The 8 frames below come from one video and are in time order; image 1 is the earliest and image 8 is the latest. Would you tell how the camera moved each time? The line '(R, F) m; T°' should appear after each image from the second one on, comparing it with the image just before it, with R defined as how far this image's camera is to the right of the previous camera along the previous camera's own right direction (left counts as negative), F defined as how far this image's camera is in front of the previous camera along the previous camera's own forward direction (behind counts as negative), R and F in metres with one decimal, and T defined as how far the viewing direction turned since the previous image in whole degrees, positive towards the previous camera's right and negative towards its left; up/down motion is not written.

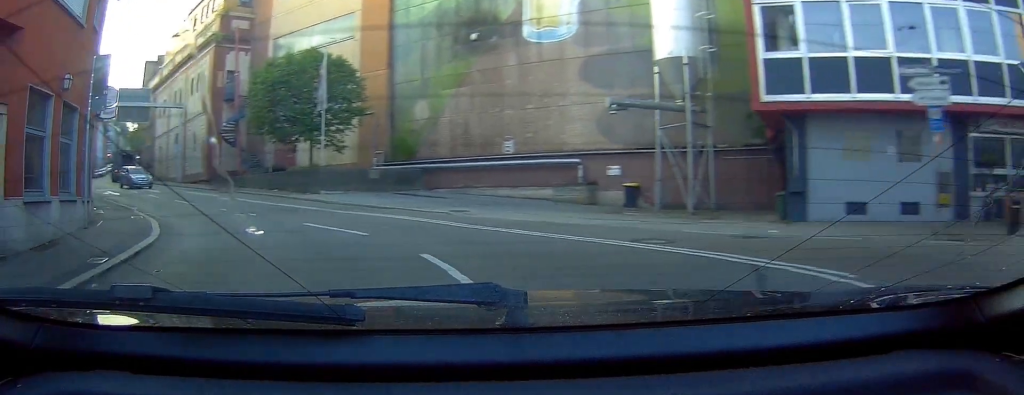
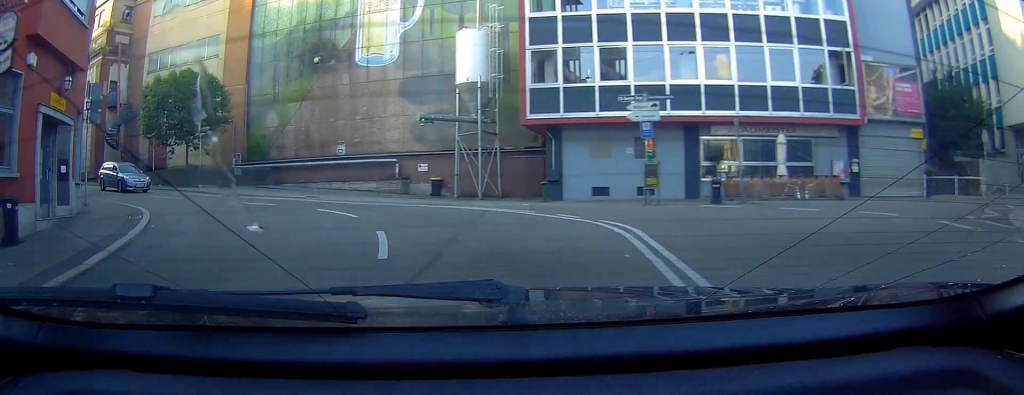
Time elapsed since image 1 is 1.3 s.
(+1.3, +9.2) m; +9°
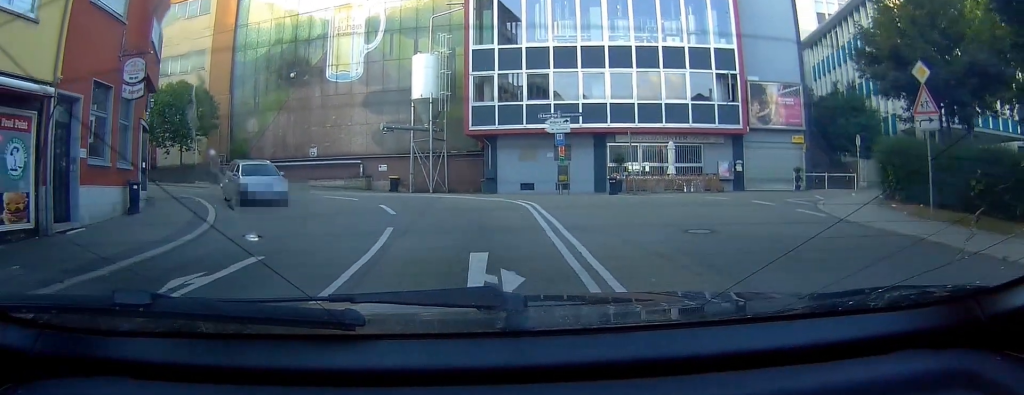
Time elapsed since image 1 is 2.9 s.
(+0.8, +7.0) m; +19°
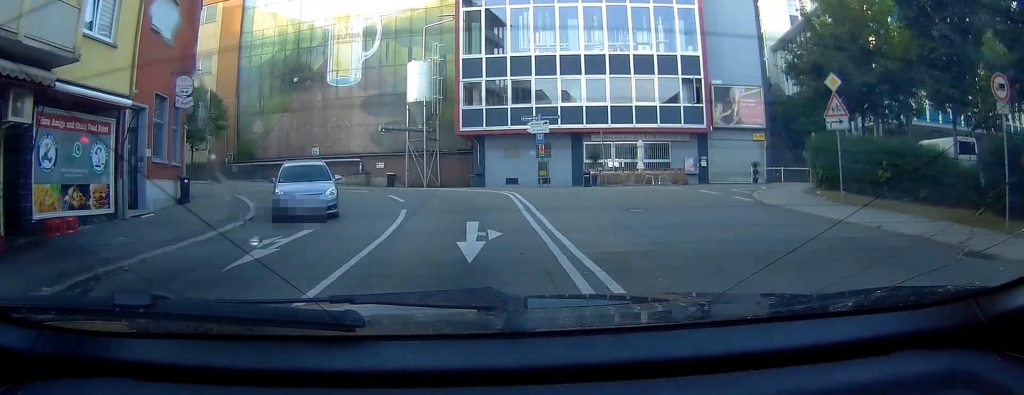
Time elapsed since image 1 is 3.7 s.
(+0.4, +3.3) m; +9°
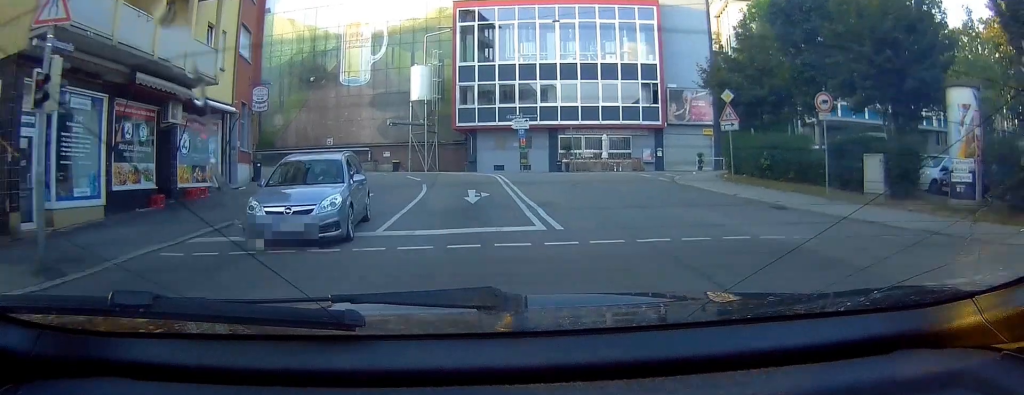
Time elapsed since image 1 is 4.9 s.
(+0.1, +6.0) m; +4°
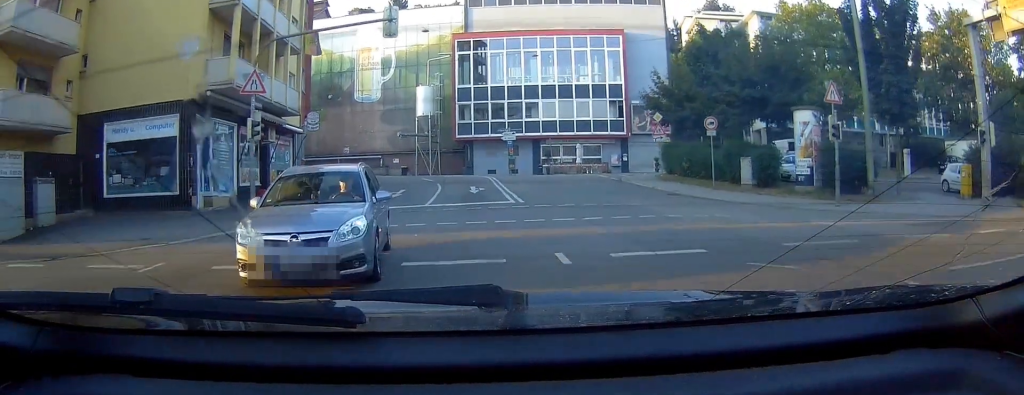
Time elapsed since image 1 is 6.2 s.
(+1.0, +8.3) m; +12°
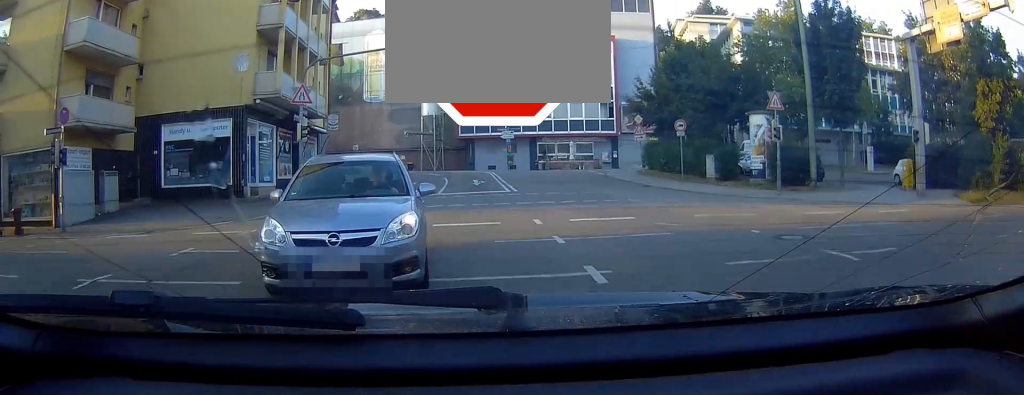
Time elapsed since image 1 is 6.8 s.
(+0.2, +4.6) m; +1°
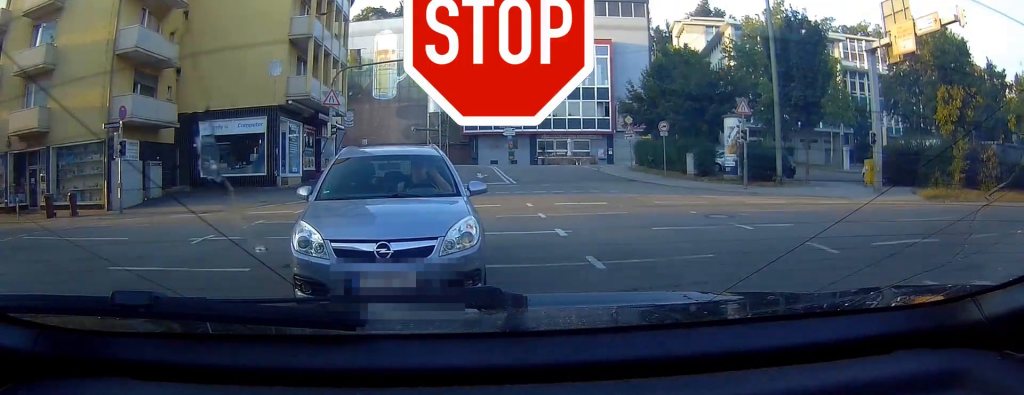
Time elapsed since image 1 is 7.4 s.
(0.0, +3.8) m; -2°
